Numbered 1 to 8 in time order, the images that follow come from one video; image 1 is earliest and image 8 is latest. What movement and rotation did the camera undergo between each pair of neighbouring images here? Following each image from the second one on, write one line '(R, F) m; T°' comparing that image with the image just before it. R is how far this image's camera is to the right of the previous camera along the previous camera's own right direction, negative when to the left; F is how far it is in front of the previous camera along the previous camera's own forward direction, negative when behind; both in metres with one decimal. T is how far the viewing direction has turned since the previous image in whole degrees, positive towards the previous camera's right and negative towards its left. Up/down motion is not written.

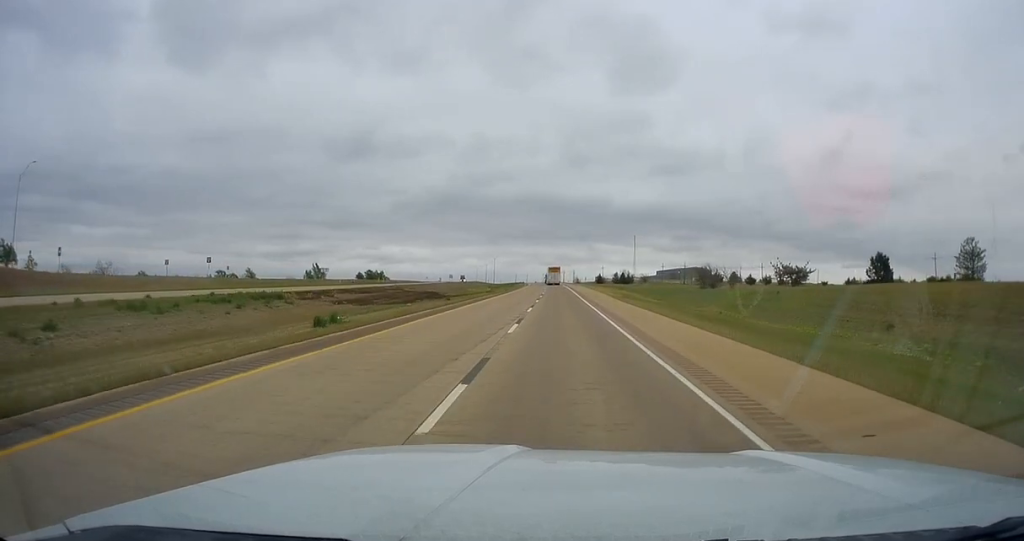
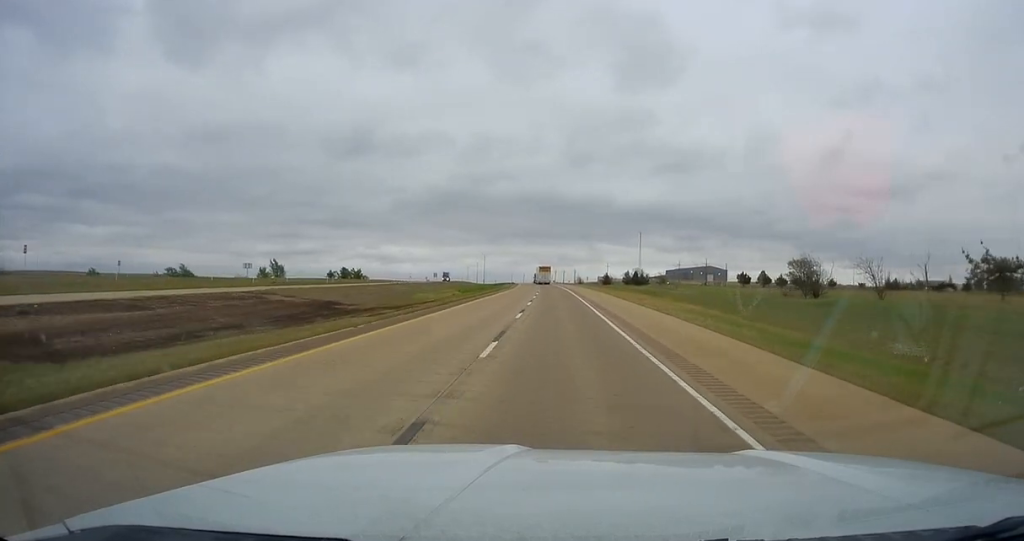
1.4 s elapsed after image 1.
(-0.3, +42.3) m; 0°
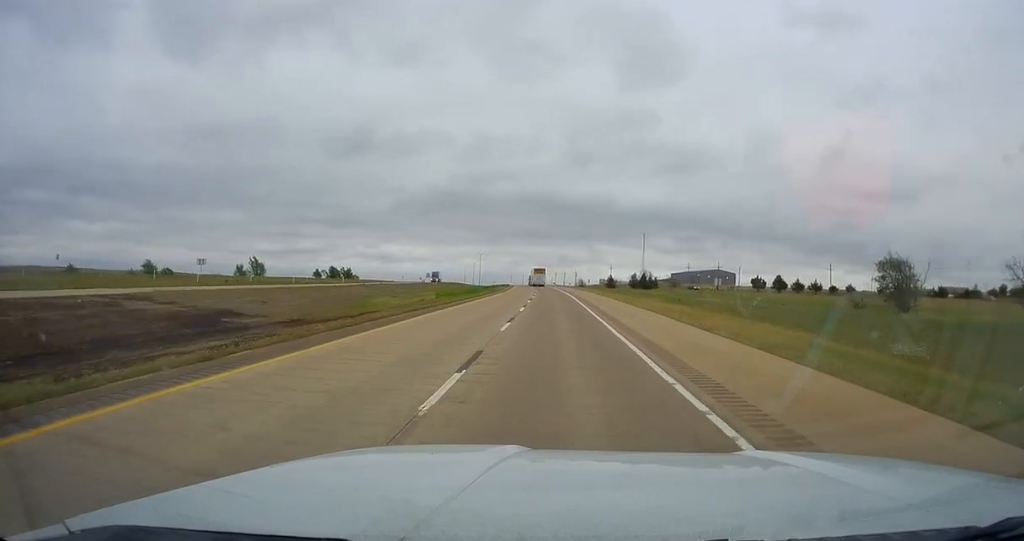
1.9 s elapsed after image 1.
(+0.4, +17.5) m; 0°
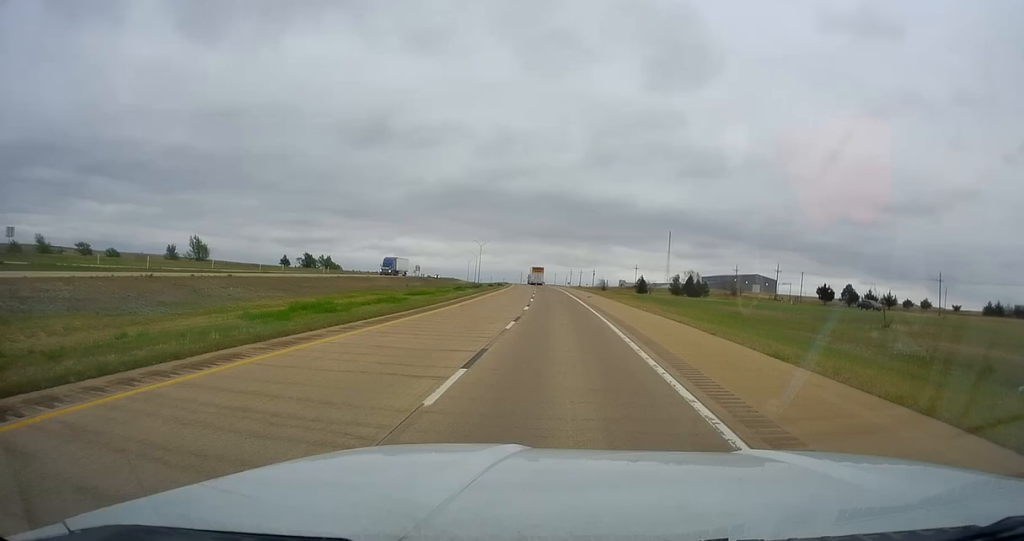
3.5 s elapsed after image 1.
(-0.4, +48.1) m; 0°
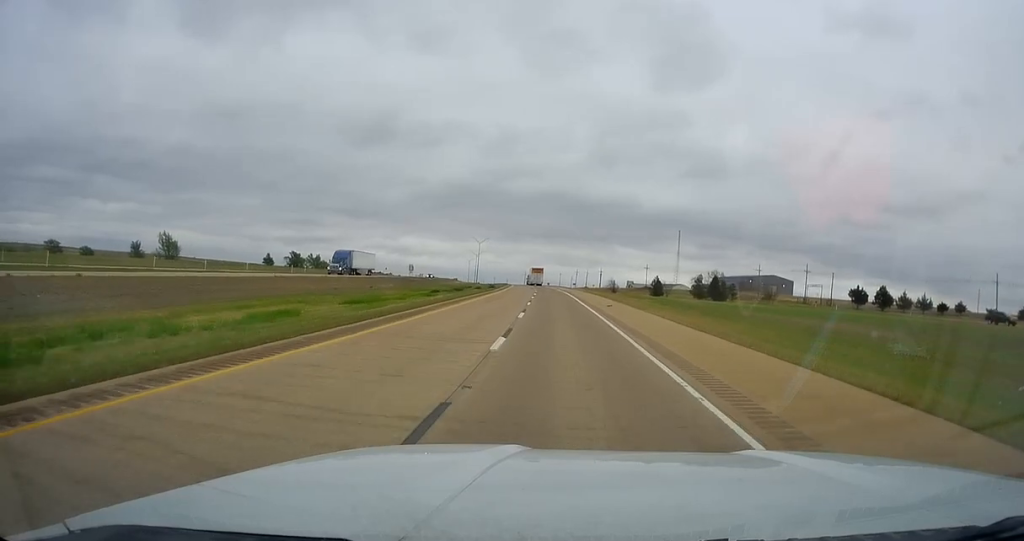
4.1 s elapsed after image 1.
(+0.2, +18.2) m; 0°
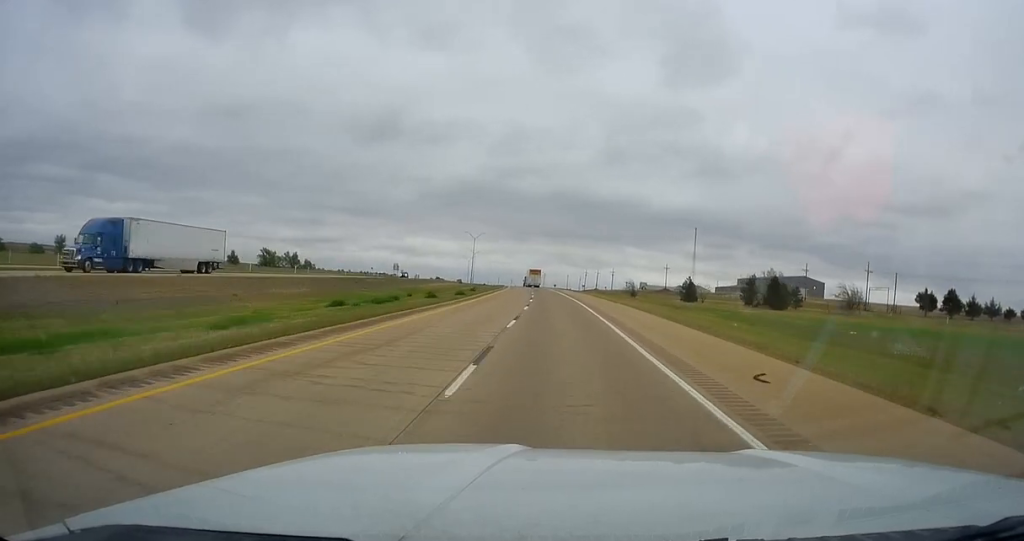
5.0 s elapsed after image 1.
(-0.2, +30.0) m; 0°
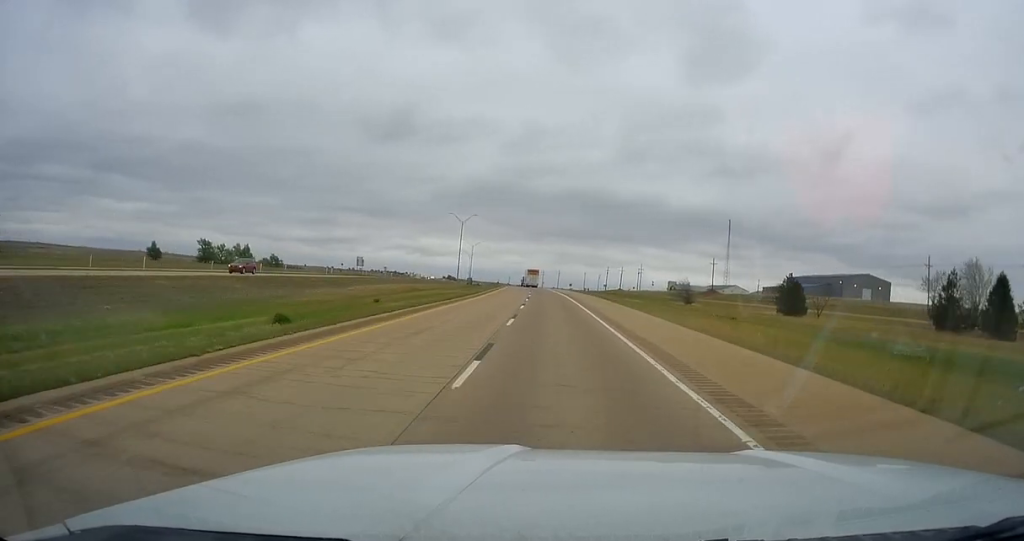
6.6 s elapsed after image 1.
(-0.4, +48.0) m; -2°
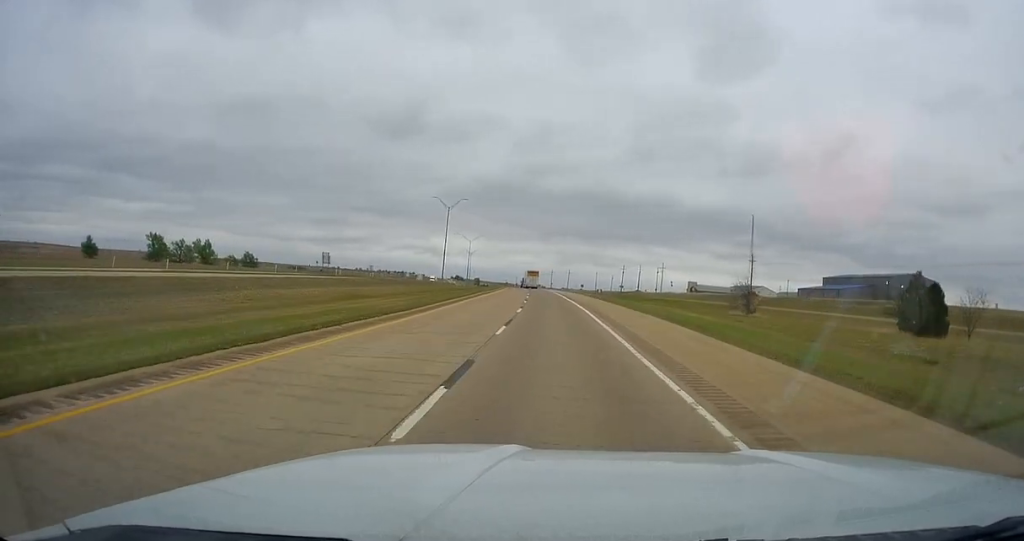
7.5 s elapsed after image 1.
(-0.5, +27.4) m; -2°
